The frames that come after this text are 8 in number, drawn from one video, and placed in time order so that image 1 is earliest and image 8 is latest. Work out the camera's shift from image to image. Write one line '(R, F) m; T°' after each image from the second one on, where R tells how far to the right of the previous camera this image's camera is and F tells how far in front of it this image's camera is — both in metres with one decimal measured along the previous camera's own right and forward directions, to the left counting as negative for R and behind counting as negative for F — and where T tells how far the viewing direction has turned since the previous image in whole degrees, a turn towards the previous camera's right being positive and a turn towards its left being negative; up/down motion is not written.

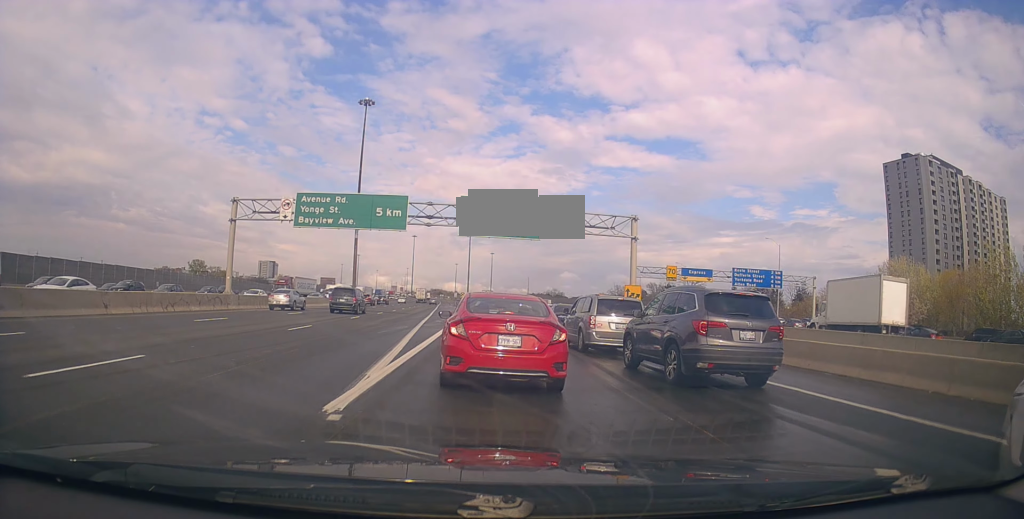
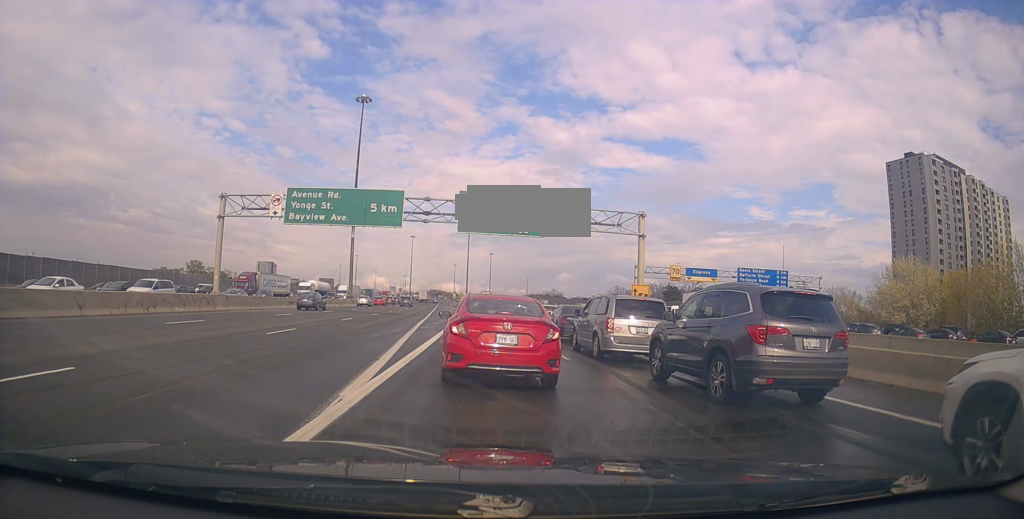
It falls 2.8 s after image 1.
(+0.2, +2.7) m; 0°
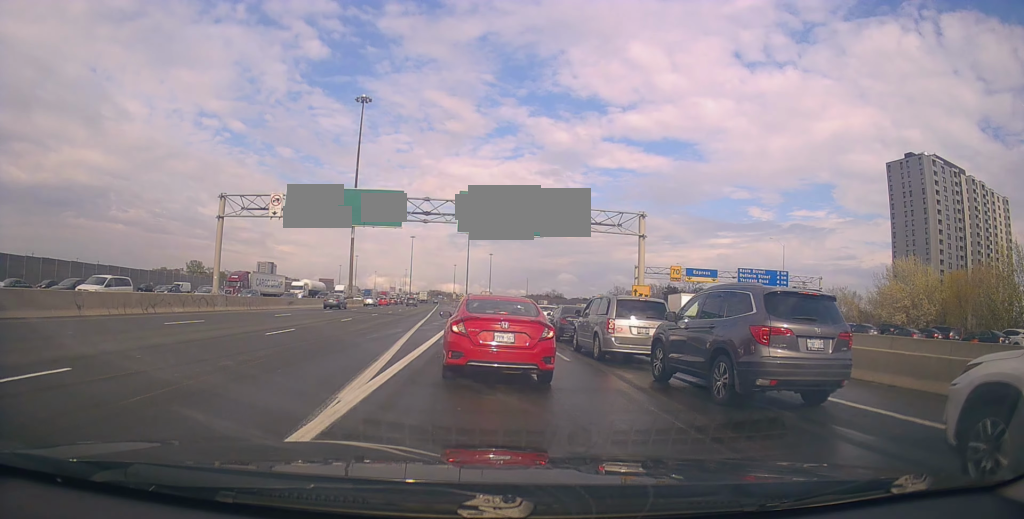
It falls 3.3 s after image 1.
(-0.1, +0.4) m; 0°
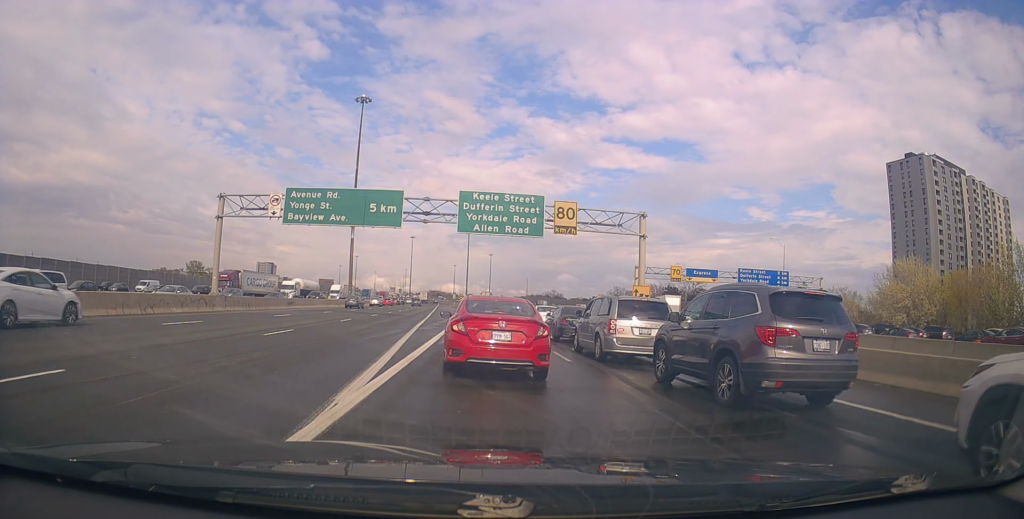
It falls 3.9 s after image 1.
(-0.1, +0.4) m; 0°
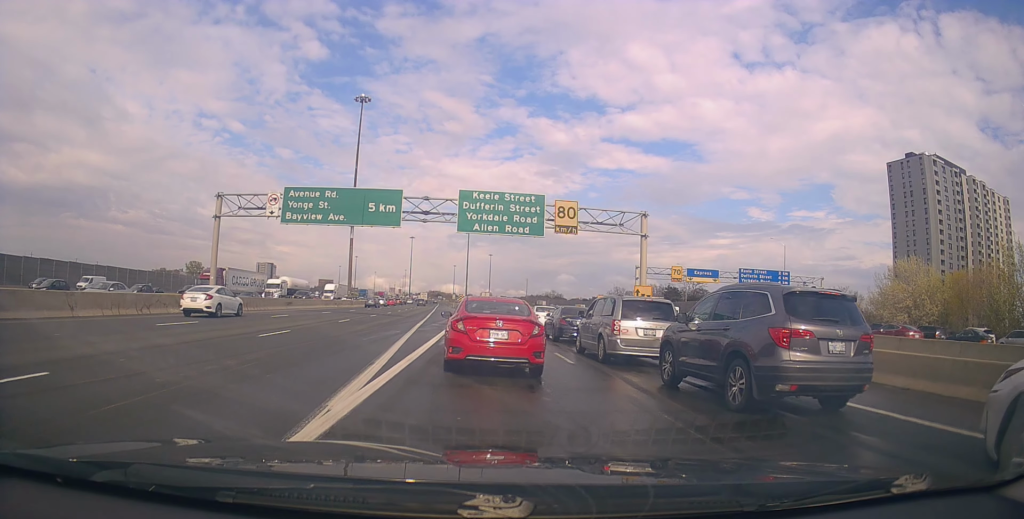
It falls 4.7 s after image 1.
(-0.1, +0.5) m; 0°
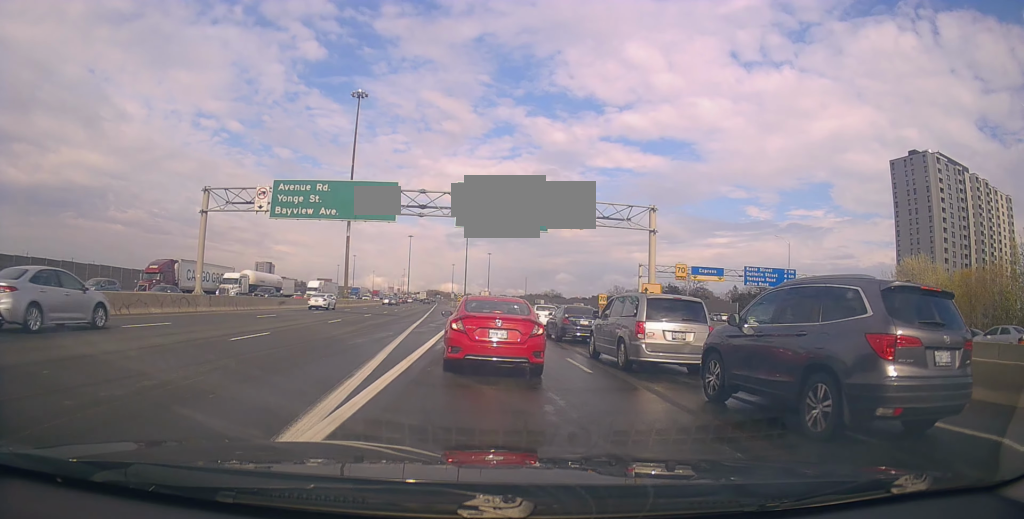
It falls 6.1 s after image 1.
(-0.4, +1.4) m; 0°
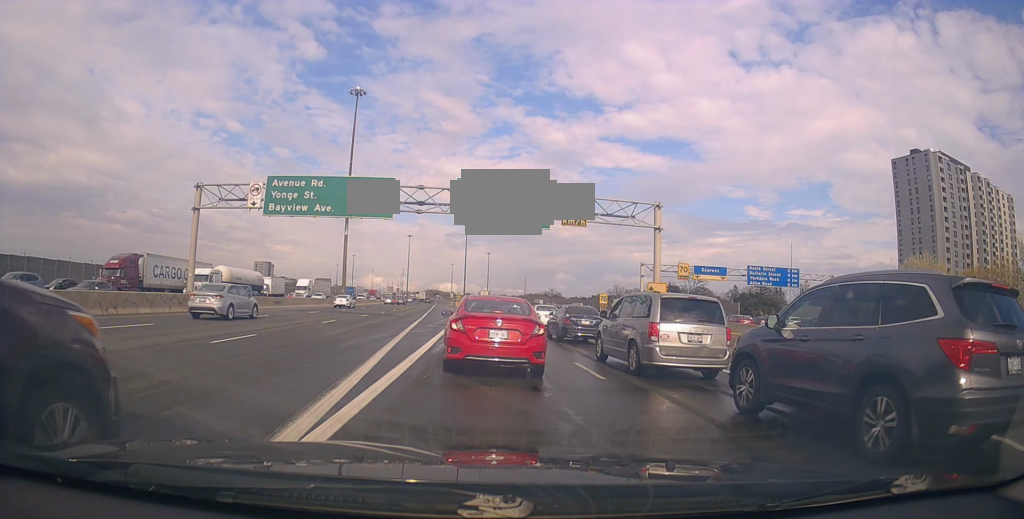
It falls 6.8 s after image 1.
(-0.2, +0.7) m; 0°
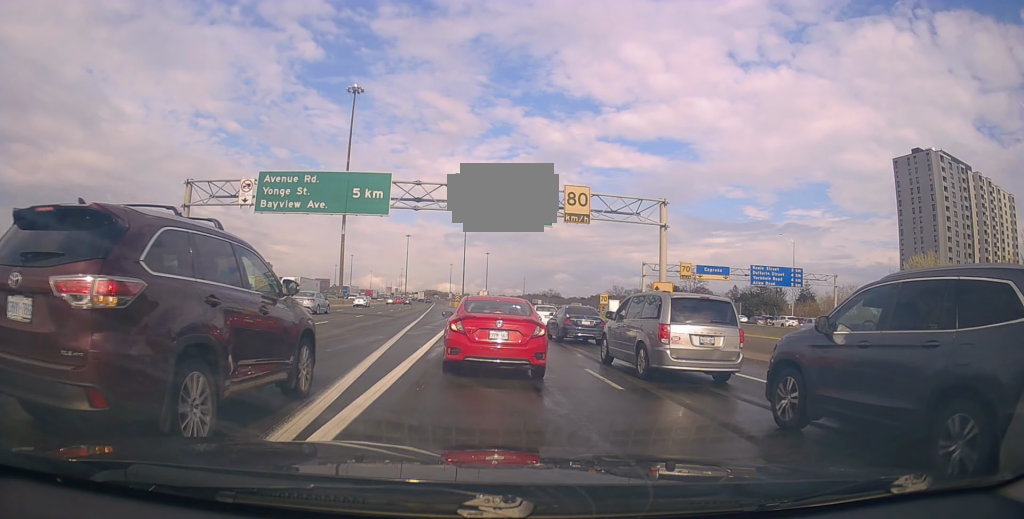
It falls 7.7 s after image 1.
(0.0, +0.9) m; 0°
